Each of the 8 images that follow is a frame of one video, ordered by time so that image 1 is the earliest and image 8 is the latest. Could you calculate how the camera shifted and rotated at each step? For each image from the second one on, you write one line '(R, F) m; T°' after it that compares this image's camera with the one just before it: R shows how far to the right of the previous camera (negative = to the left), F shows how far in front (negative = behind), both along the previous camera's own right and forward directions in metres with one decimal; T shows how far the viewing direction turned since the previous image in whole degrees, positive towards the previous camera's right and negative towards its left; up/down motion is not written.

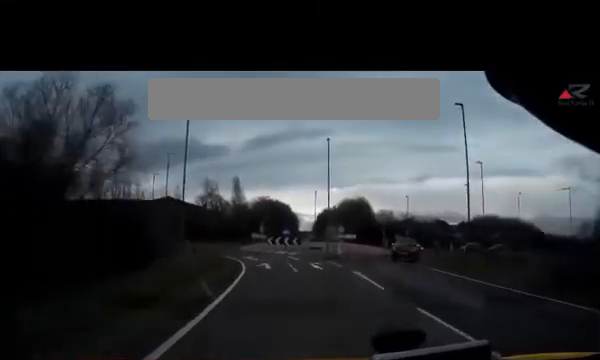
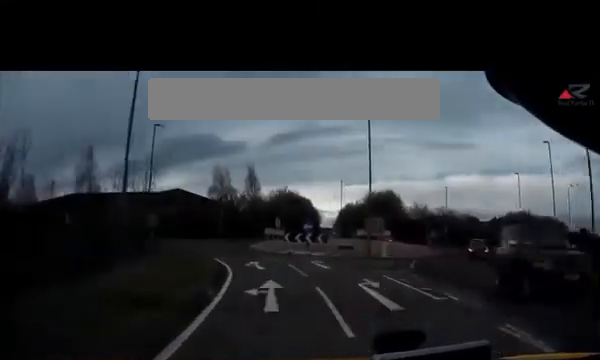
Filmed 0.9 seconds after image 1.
(-0.1, +10.7) m; -2°
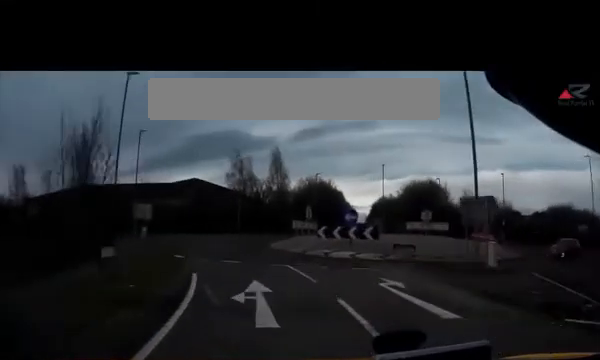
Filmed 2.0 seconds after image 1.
(-0.3, +11.0) m; -2°
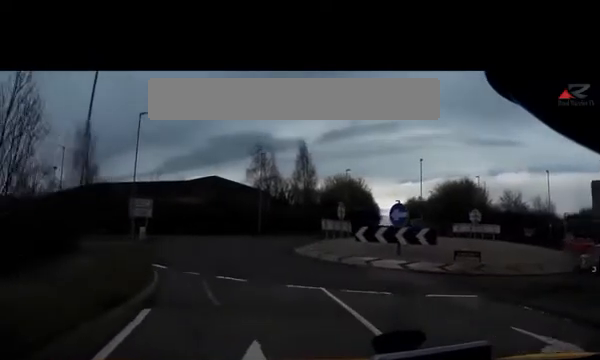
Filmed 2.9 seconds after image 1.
(0.0, +6.2) m; -3°
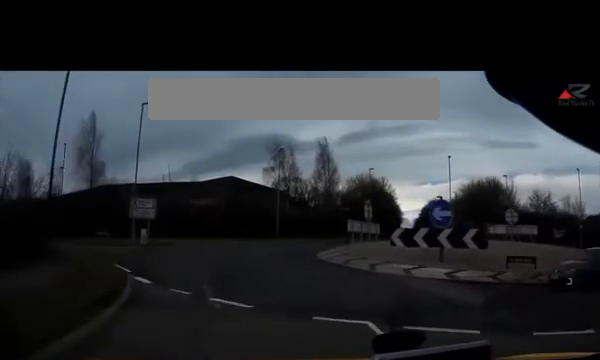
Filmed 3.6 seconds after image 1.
(+0.2, +3.7) m; -6°
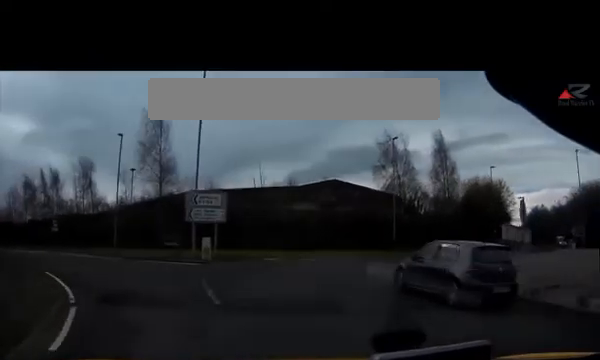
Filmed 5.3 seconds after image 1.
(-1.7, +8.1) m; -14°
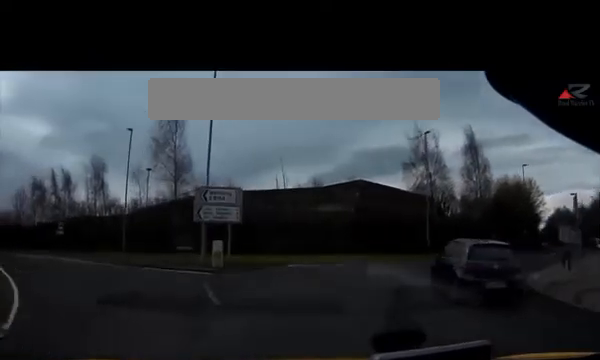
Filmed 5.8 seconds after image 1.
(0.0, +2.8) m; +2°
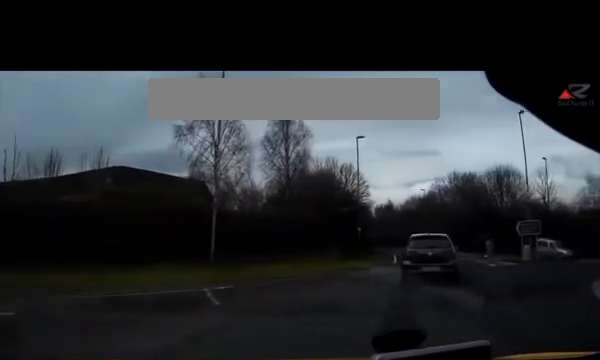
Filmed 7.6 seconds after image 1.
(+2.1, +13.8) m; +25°
